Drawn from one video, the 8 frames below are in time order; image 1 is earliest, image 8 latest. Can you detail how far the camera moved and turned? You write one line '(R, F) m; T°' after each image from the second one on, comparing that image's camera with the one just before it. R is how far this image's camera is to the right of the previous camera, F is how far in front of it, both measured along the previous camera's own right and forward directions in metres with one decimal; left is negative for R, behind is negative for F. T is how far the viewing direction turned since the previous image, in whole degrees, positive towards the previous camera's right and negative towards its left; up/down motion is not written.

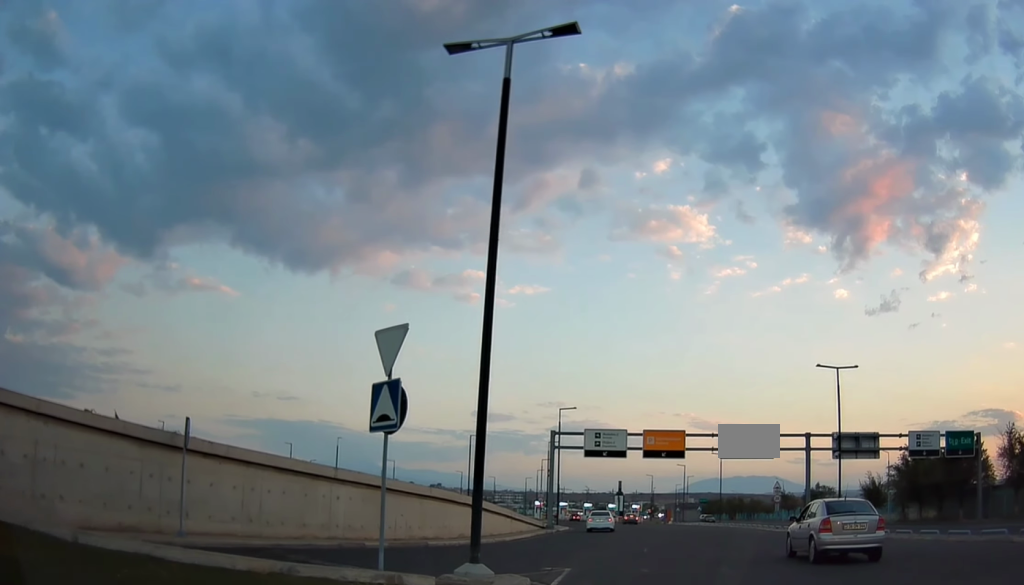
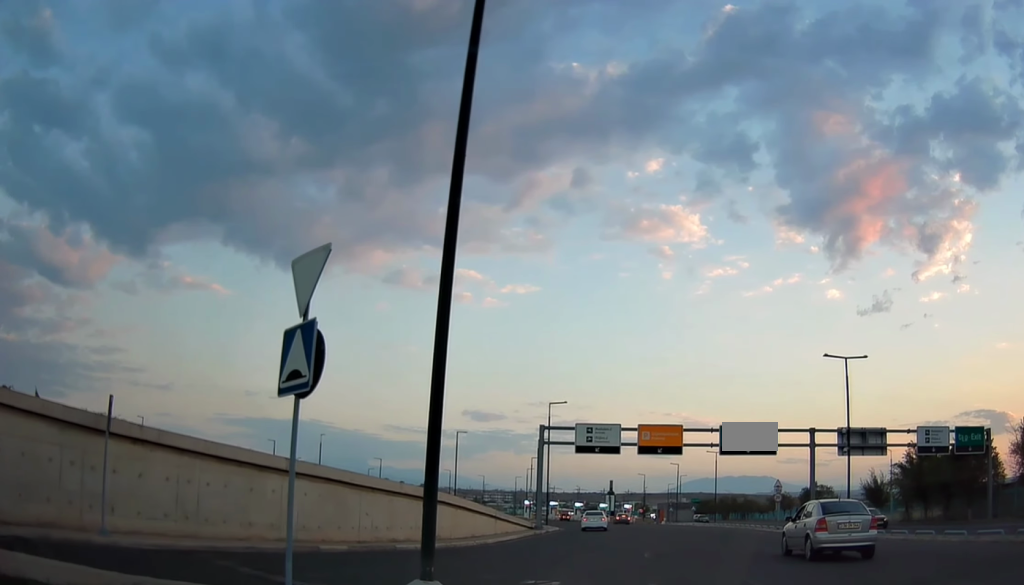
(0.0, +3.1) m; 0°
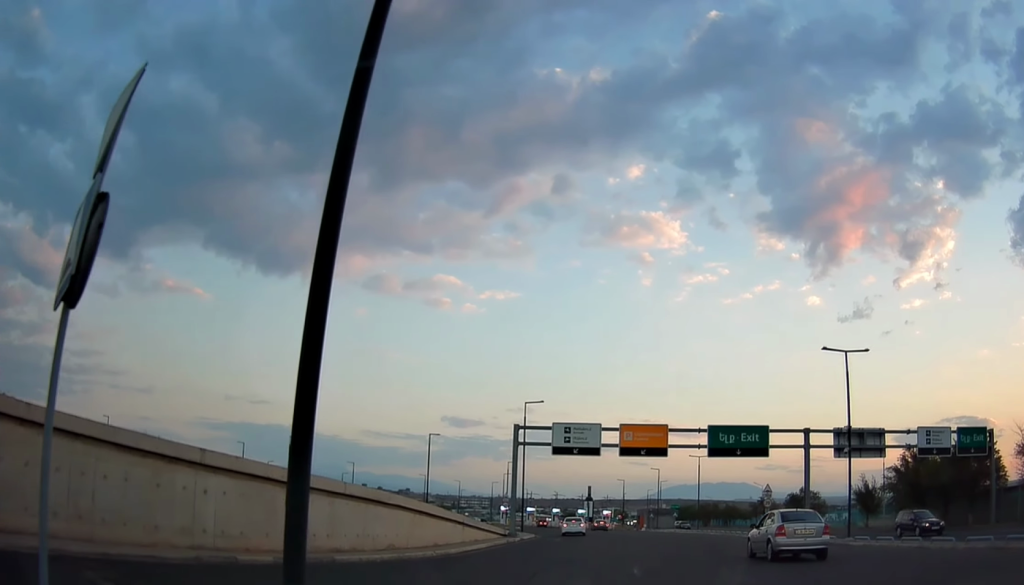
(0.0, +3.8) m; 0°
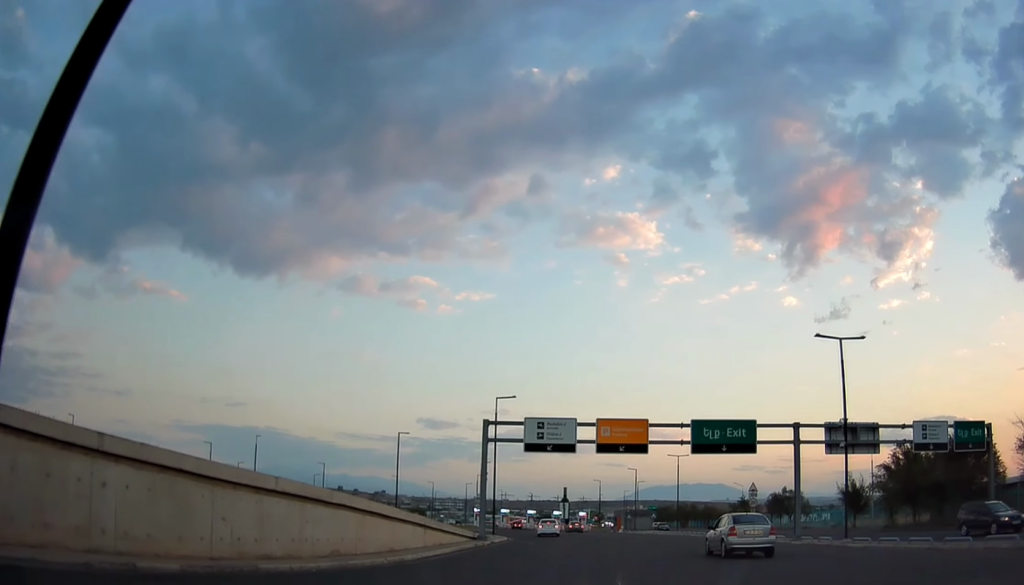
(0.0, +3.2) m; 0°
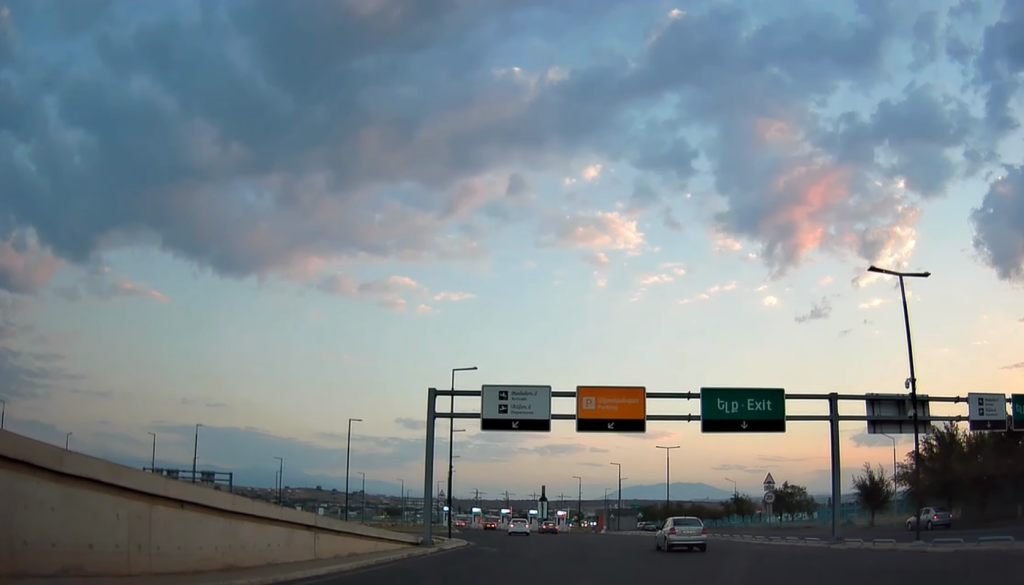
(0.0, +9.0) m; 0°
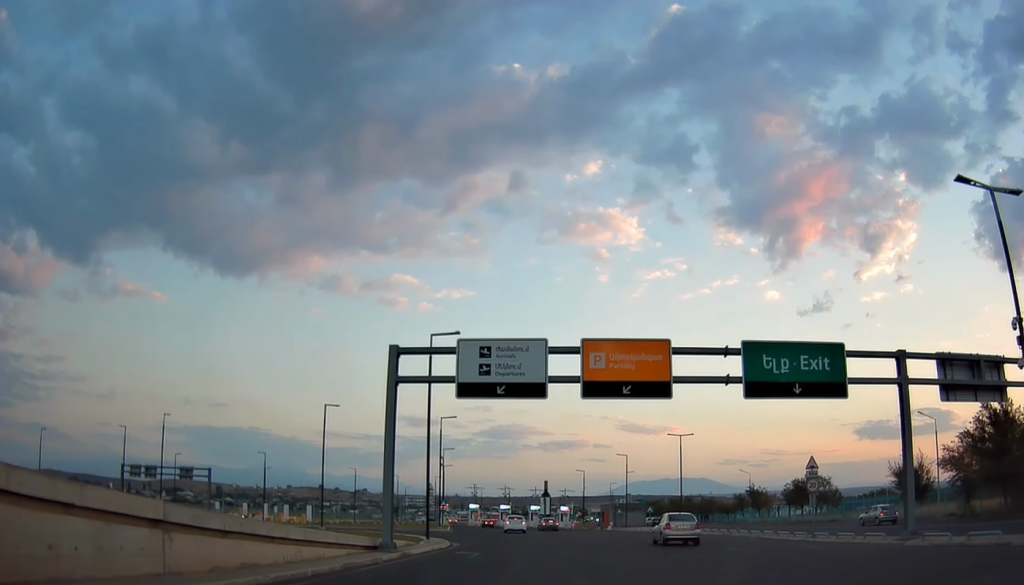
(0.0, +6.4) m; 0°
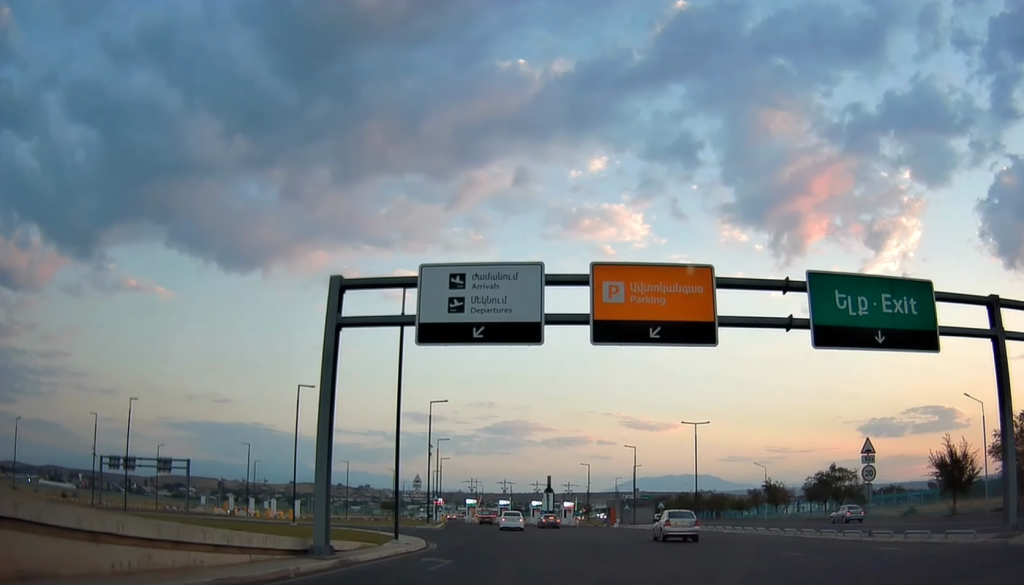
(0.0, +6.4) m; 0°
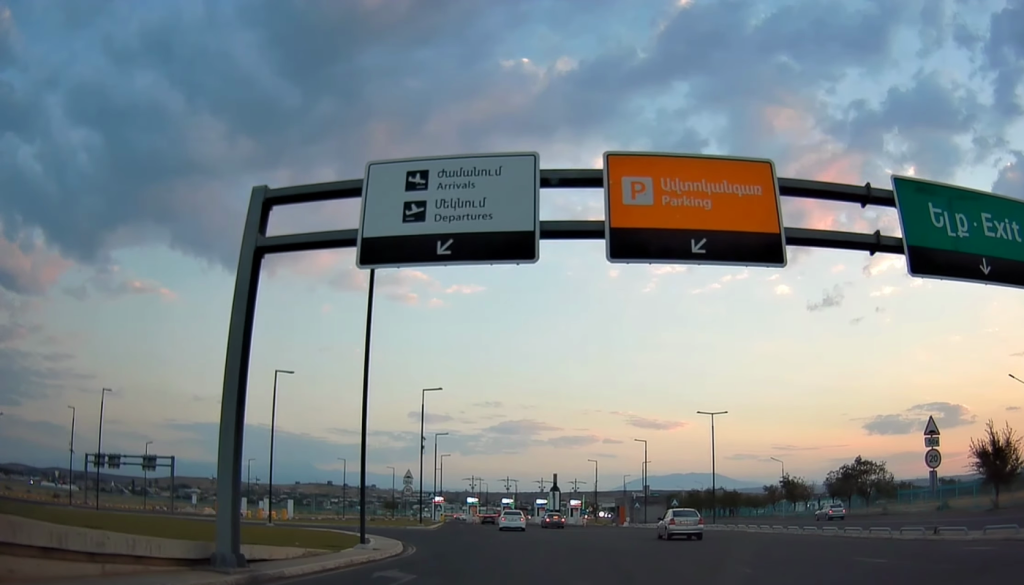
(0.0, +5.2) m; -1°
